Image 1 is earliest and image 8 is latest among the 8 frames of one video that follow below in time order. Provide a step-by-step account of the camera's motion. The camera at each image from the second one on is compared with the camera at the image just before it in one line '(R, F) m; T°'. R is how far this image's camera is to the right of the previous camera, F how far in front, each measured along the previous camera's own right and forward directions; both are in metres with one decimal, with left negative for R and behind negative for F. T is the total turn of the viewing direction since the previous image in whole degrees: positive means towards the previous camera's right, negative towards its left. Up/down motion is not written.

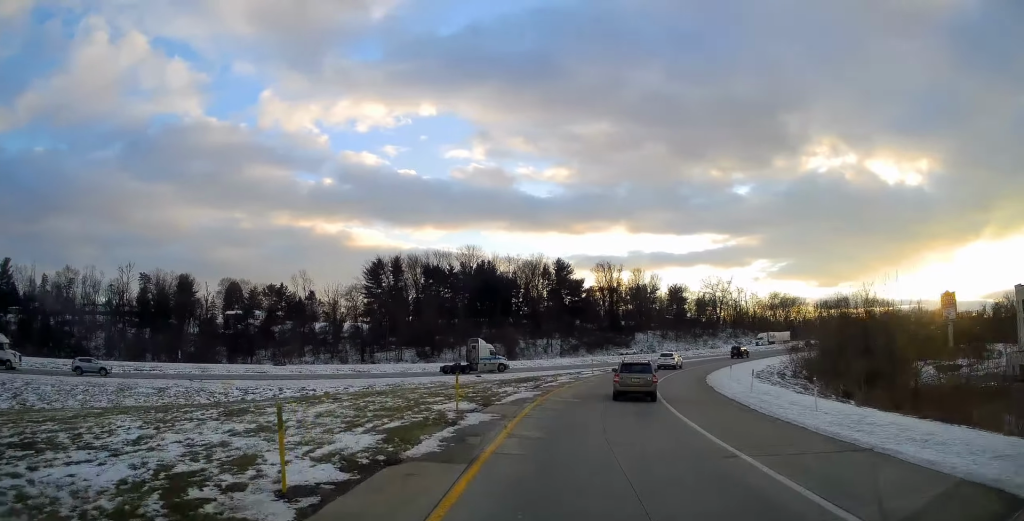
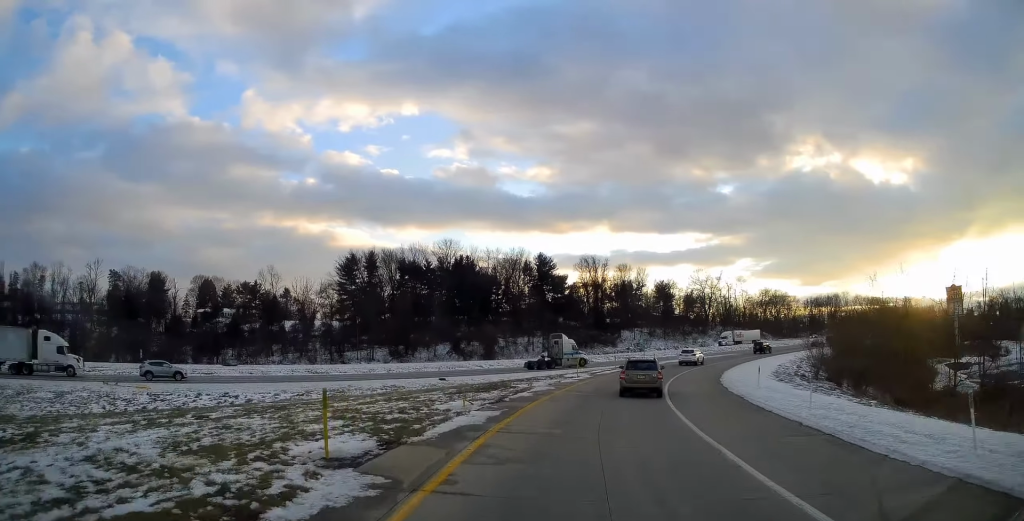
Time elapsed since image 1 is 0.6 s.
(+0.3, +8.8) m; +1°
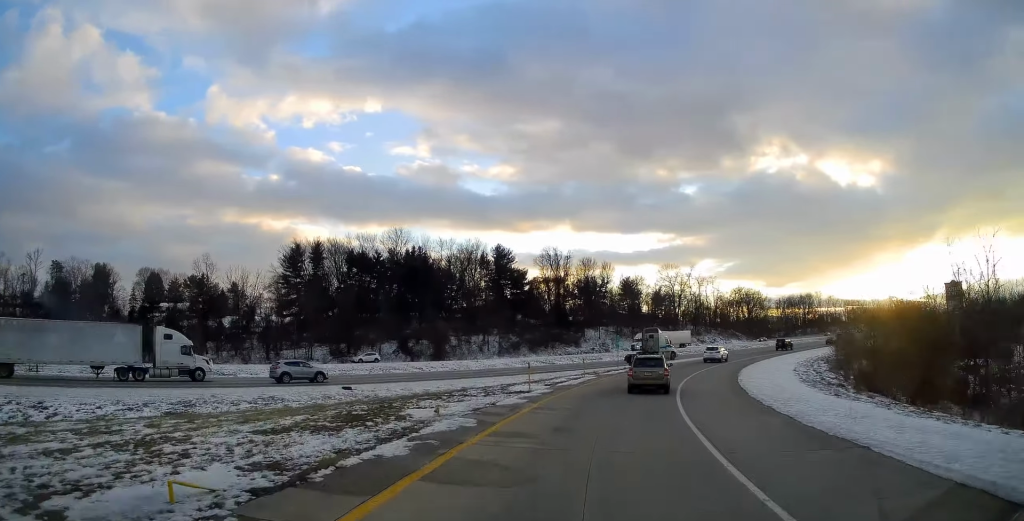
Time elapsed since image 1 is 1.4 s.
(-0.3, +13.1) m; +2°
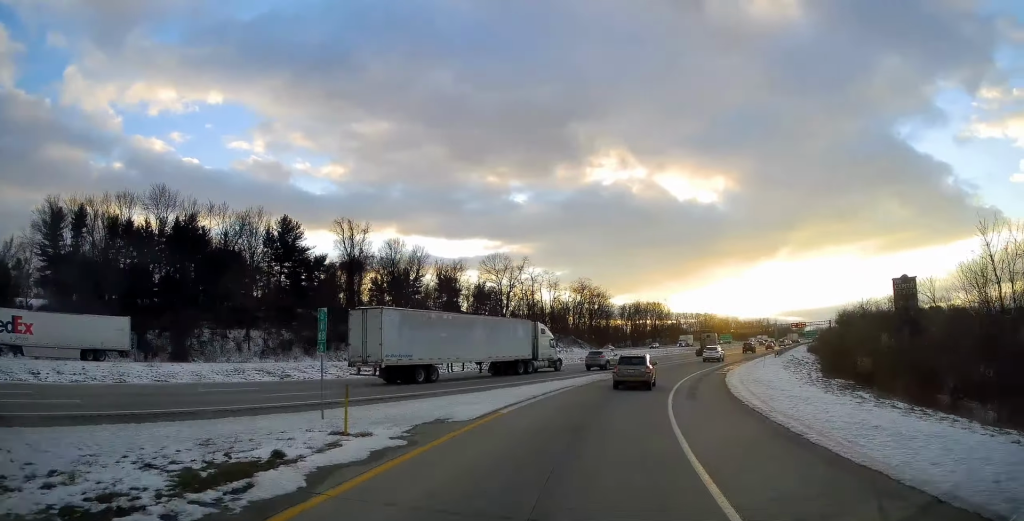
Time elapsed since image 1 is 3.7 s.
(+4.6, +38.2) m; +14°
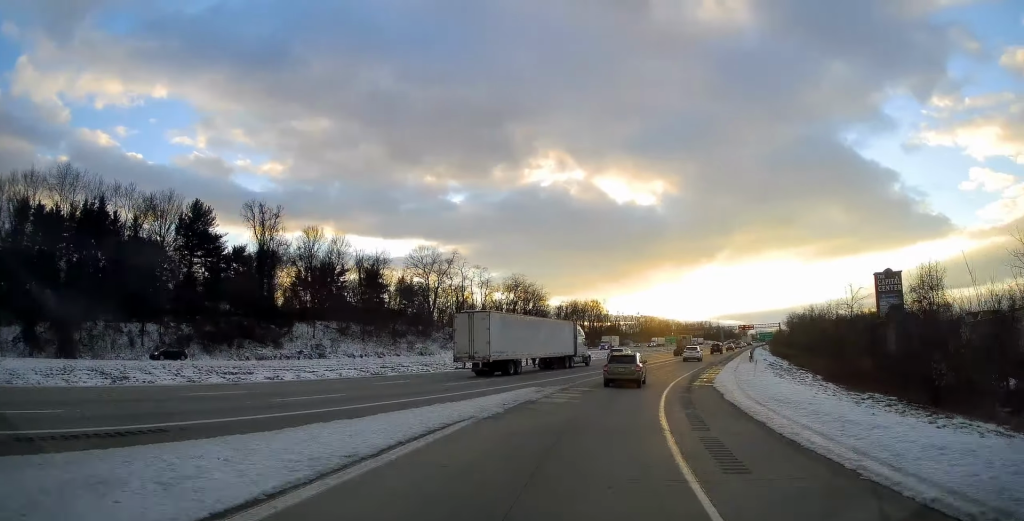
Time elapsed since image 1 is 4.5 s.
(+0.2, +13.4) m; +7°
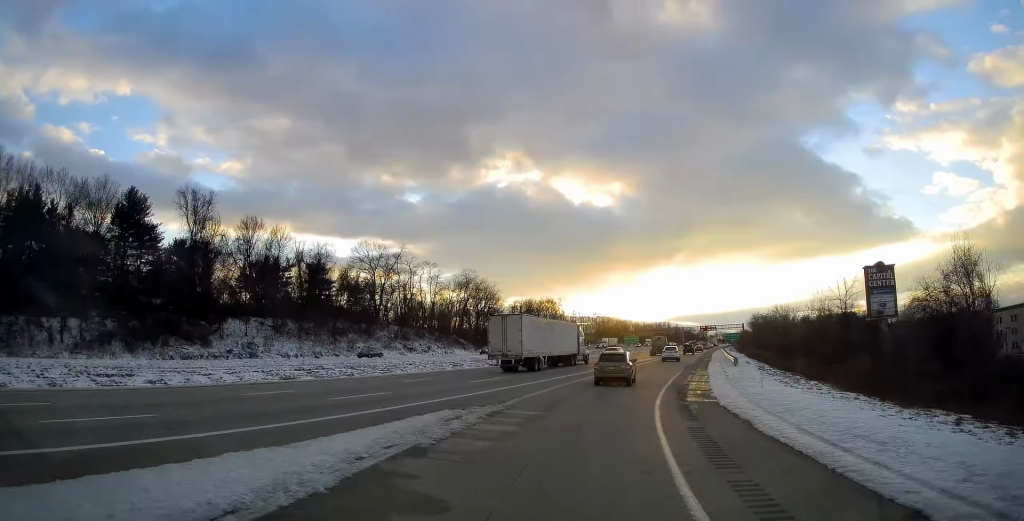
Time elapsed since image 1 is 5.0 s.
(+0.9, +9.4) m; +5°
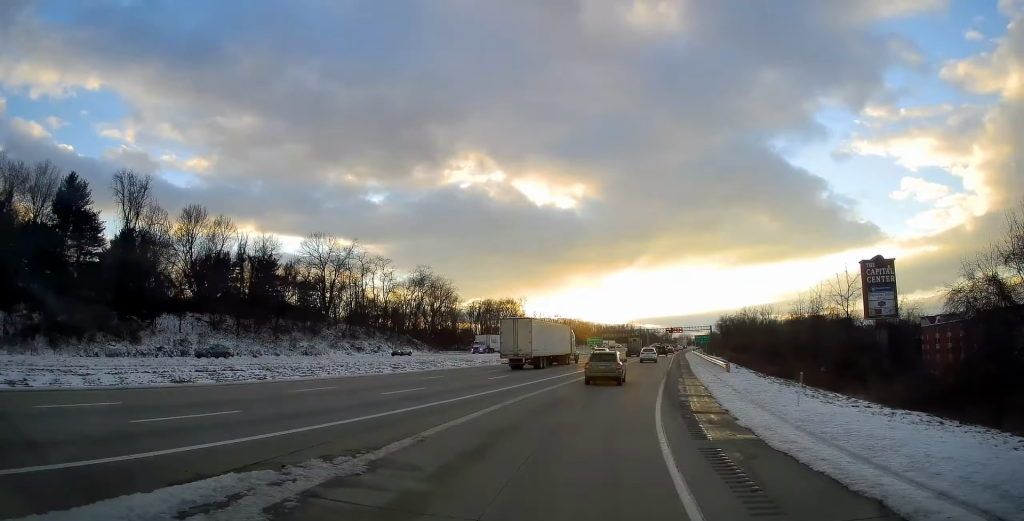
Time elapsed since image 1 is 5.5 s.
(+0.3, +8.9) m; +5°
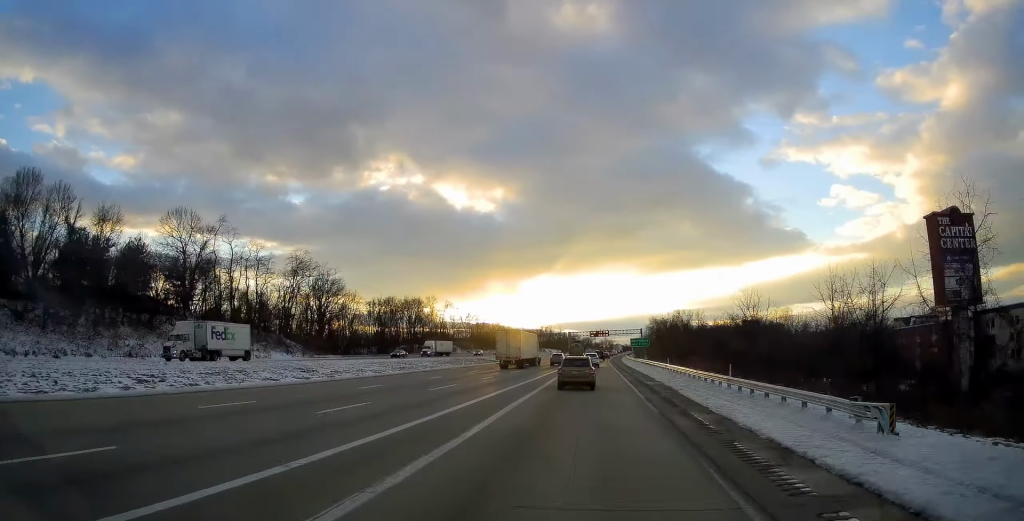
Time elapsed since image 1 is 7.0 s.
(+3.2, +28.3) m; +11°
